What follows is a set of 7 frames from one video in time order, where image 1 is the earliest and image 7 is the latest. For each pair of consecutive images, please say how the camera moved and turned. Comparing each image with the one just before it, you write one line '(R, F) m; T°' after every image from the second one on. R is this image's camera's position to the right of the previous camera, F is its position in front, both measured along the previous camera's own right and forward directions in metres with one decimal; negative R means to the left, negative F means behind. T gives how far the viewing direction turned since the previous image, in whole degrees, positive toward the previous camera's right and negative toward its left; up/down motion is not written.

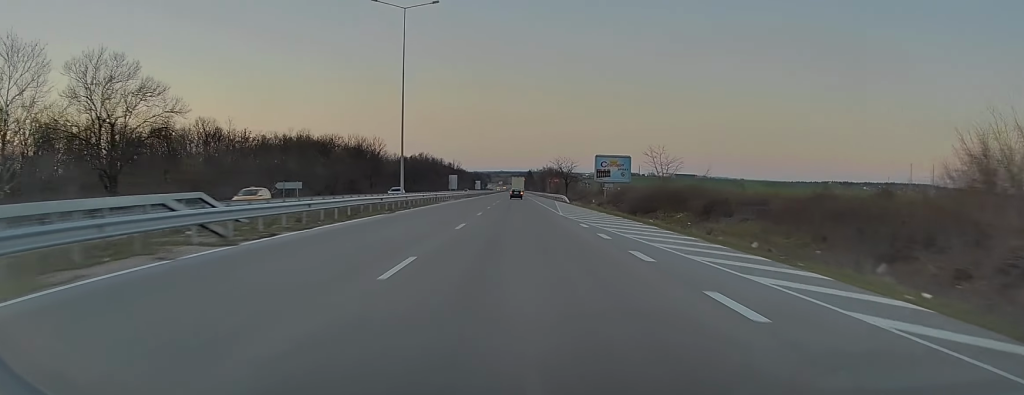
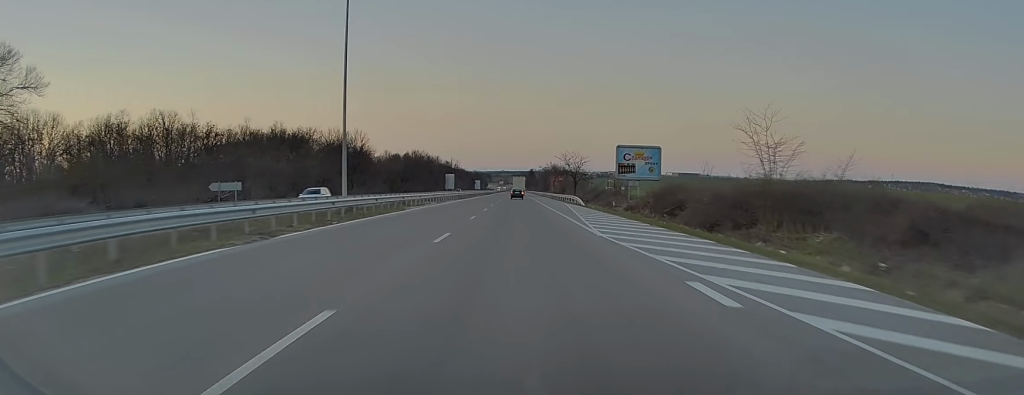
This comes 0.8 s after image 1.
(0.0, +17.3) m; 0°
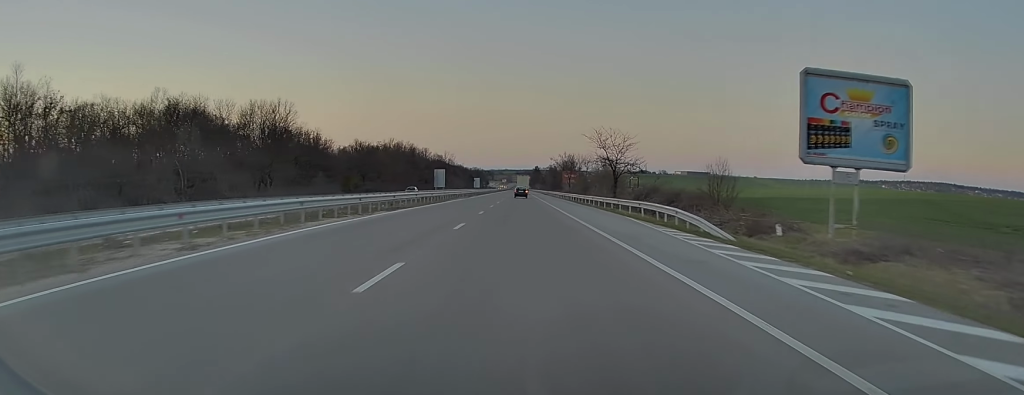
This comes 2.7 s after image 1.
(0.0, +43.5) m; 0°
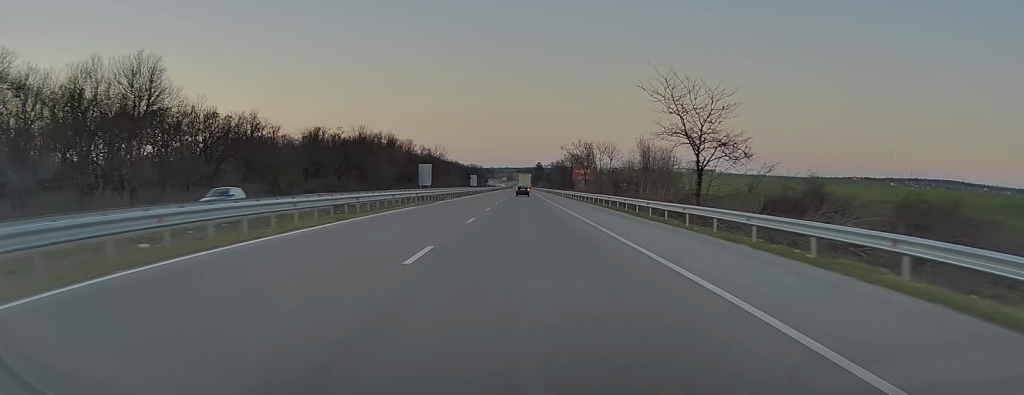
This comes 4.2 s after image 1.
(0.0, +33.1) m; 0°
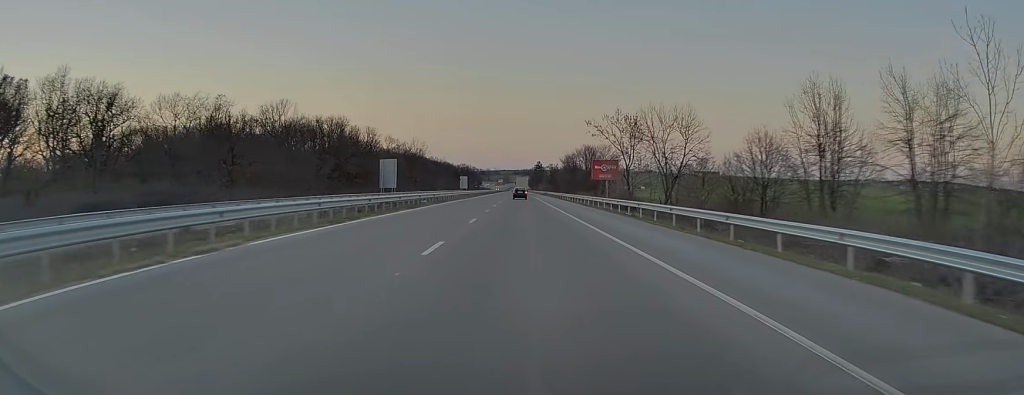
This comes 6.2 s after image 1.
(0.0, +45.8) m; 0°
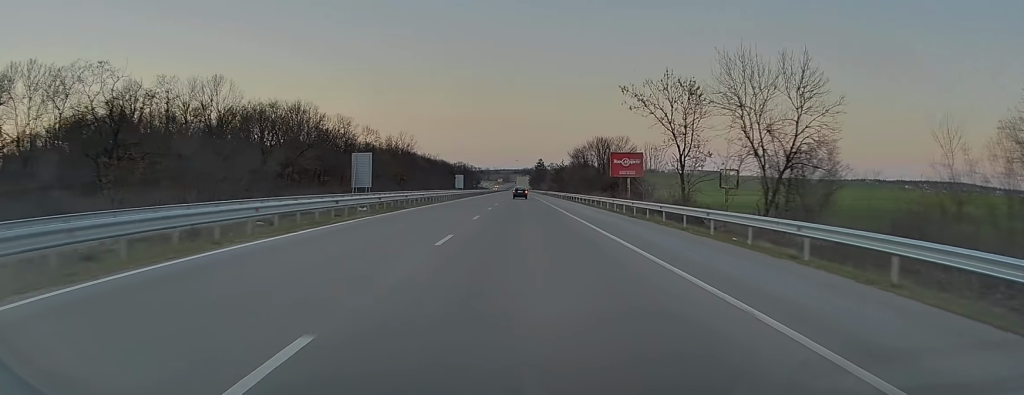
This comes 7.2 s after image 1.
(-0.1, +21.7) m; 0°
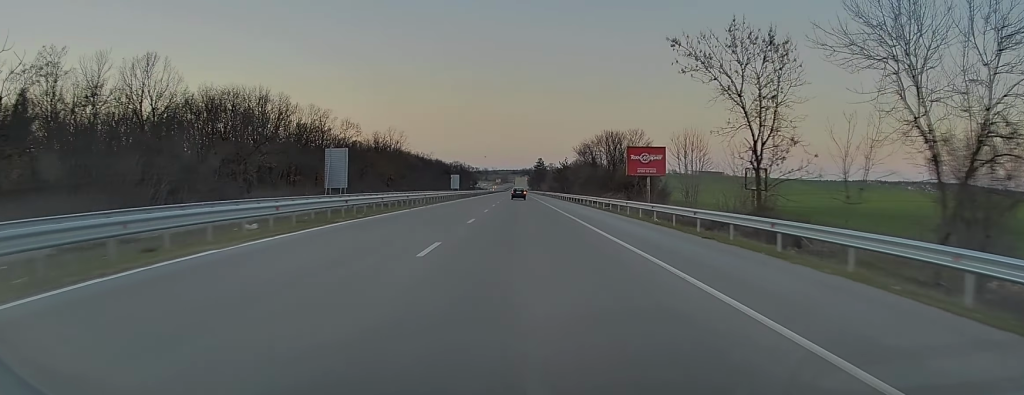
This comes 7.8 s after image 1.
(-0.2, +14.2) m; 0°
